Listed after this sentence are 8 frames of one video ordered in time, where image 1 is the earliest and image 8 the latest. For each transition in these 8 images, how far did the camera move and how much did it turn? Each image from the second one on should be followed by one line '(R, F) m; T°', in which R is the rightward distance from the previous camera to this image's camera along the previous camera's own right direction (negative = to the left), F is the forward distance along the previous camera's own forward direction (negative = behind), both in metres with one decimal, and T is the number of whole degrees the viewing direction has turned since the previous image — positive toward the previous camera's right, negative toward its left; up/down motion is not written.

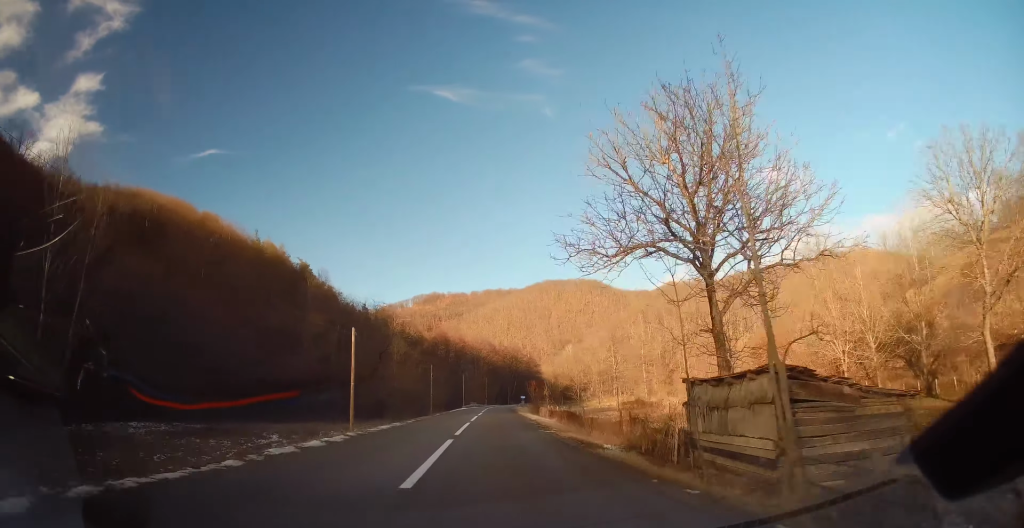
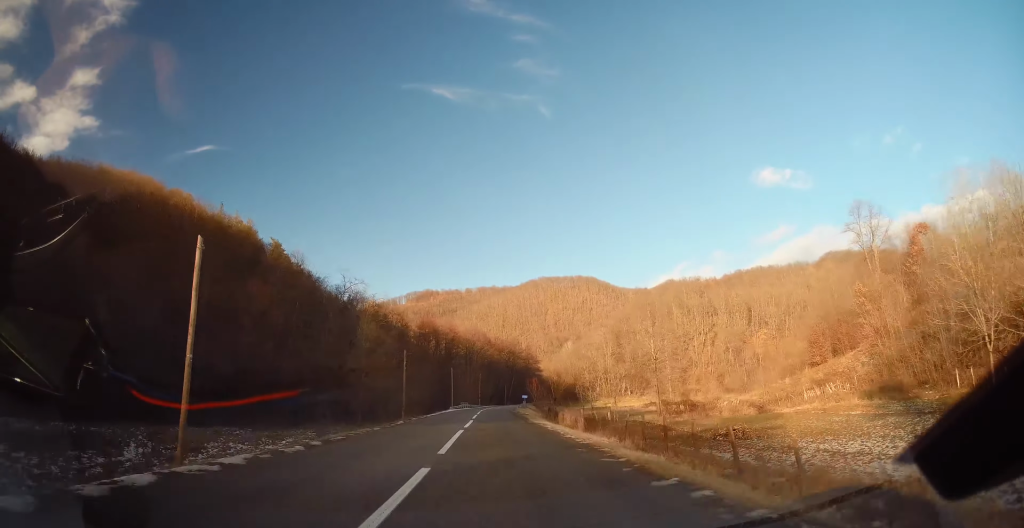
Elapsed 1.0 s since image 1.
(+0.3, +18.7) m; +1°
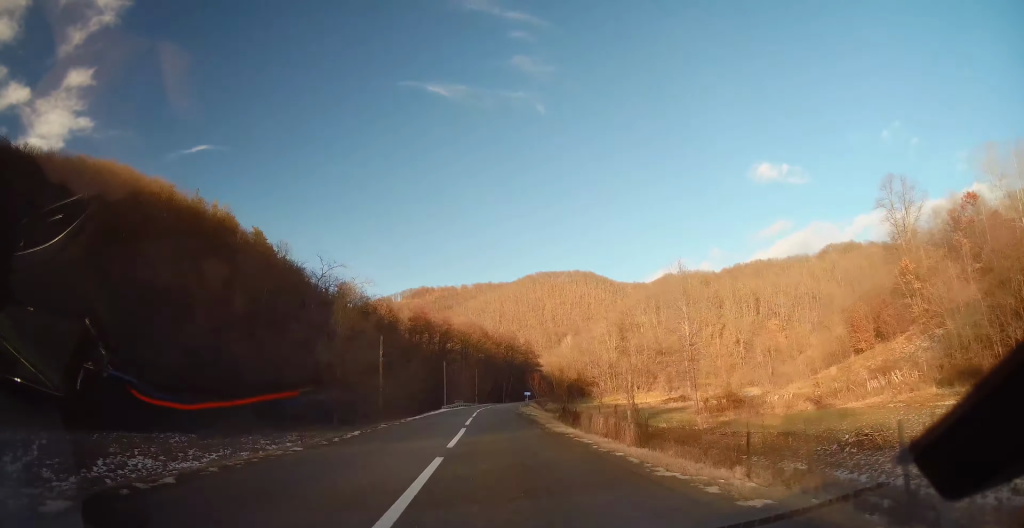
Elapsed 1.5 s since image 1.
(0.0, +10.0) m; 0°
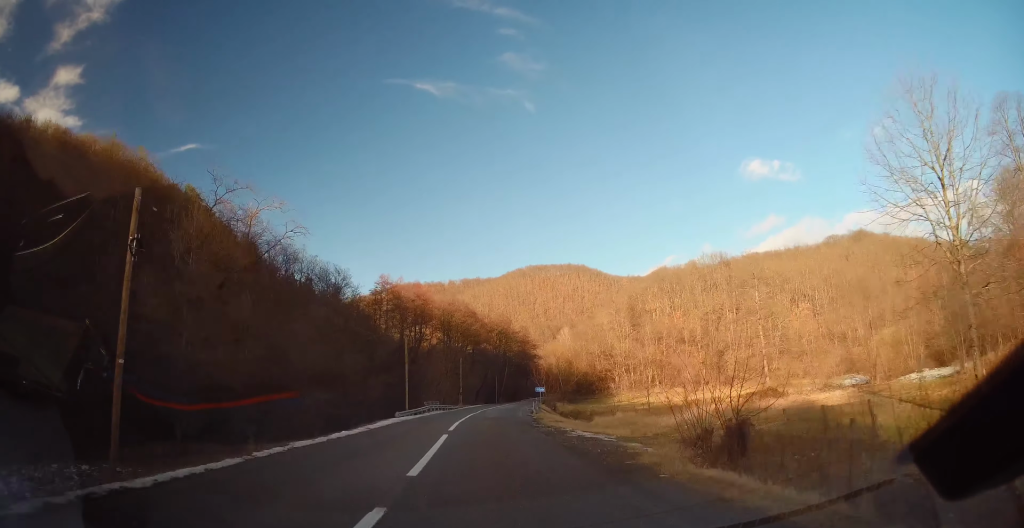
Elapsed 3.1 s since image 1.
(+0.2, +28.5) m; +1°
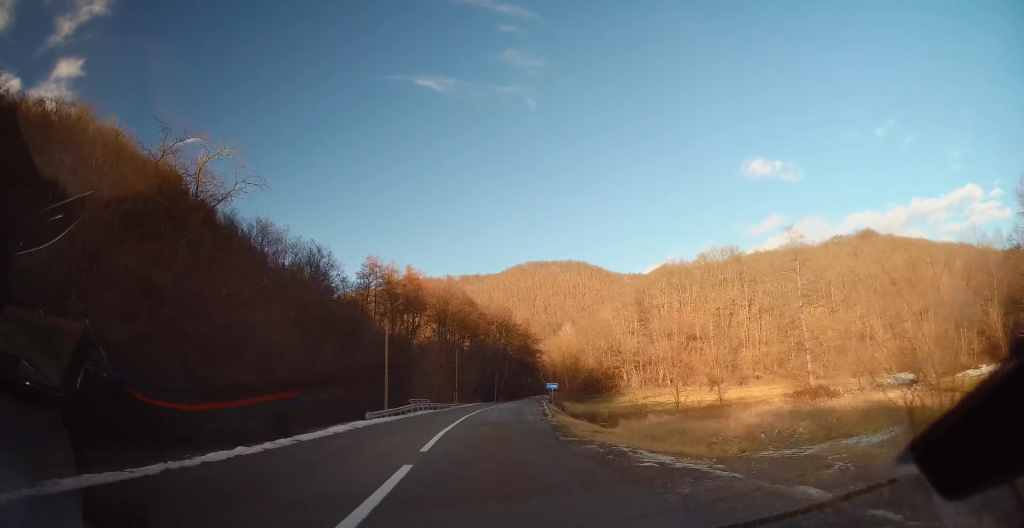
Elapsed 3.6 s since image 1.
(0.0, +9.2) m; +1°
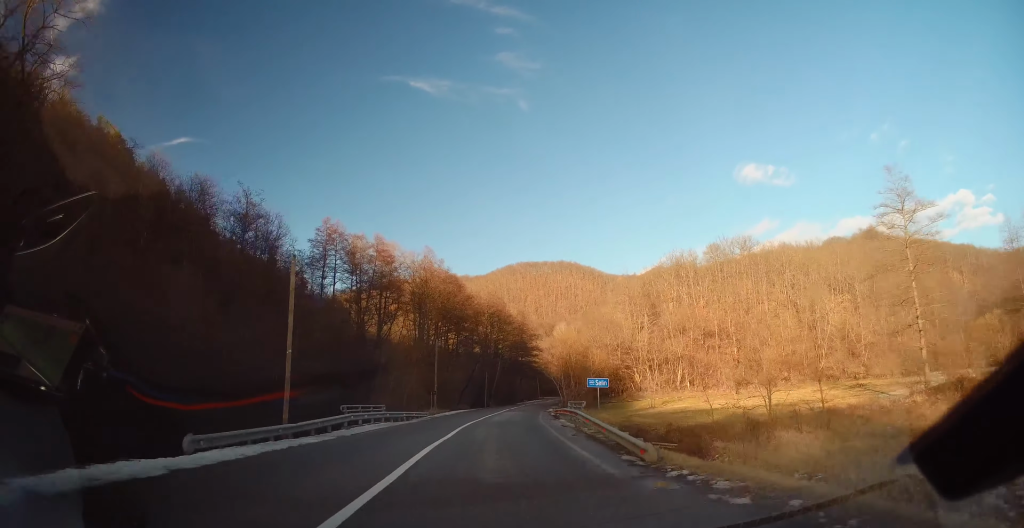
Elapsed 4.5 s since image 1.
(+0.3, +17.7) m; +1°
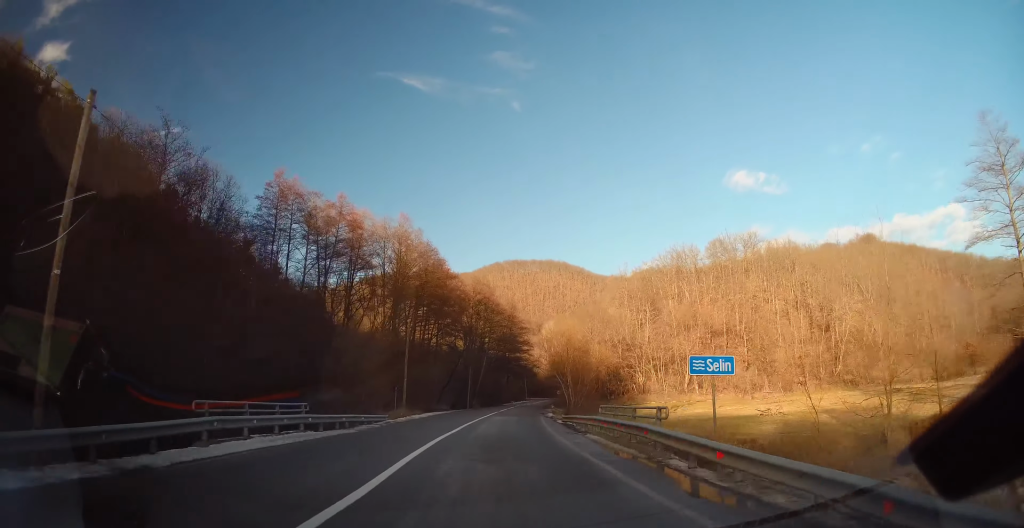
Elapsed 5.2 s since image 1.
(0.0, +11.7) m; +1°
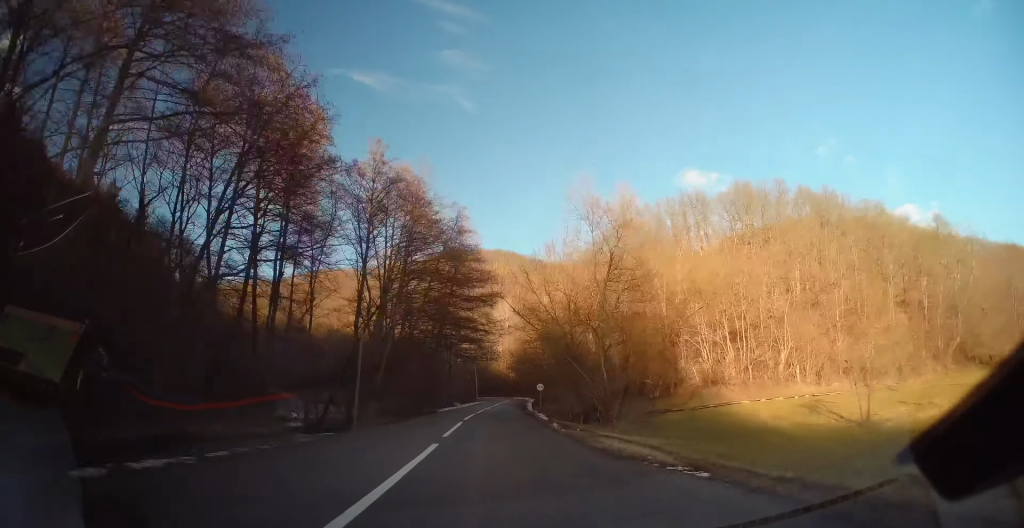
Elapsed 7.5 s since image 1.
(+2.1, +43.9) m; +6°
